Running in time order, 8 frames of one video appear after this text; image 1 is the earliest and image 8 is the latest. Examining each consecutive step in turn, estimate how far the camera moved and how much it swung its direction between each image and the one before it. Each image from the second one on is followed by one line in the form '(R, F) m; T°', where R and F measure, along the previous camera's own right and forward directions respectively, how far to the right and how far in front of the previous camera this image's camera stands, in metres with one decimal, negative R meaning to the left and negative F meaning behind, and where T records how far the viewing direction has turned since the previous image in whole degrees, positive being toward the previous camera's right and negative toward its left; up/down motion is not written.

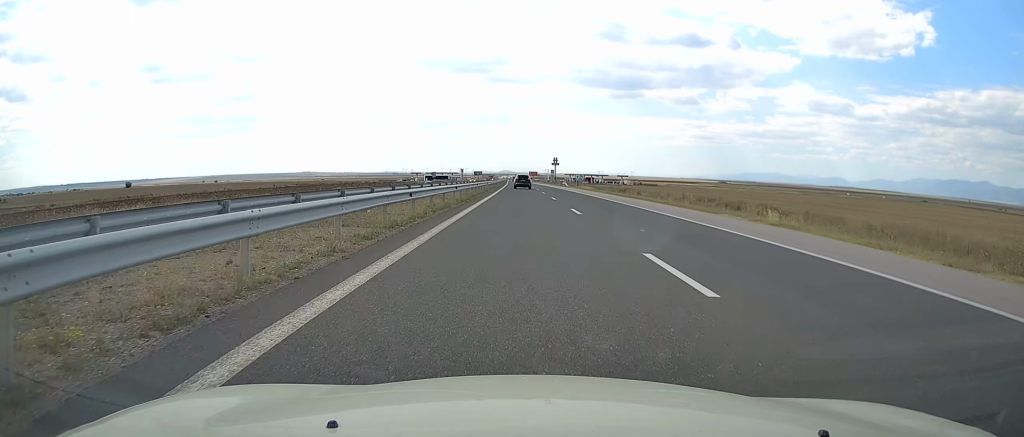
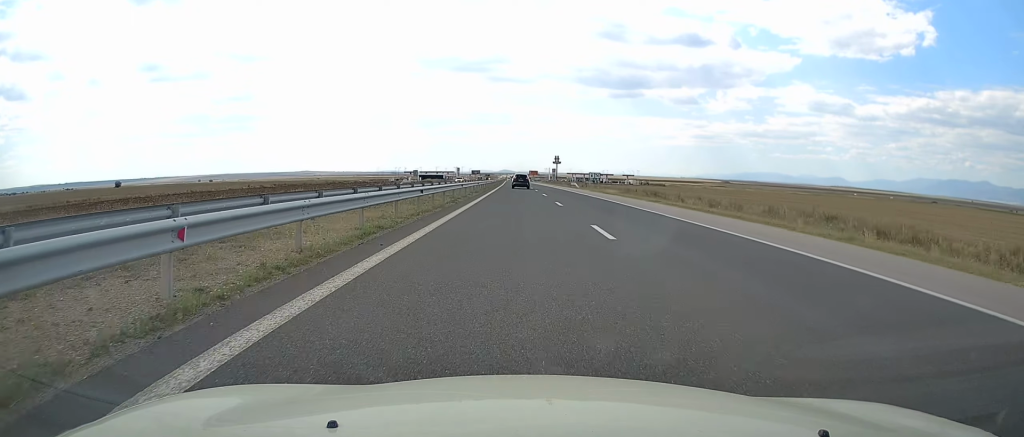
(0.0, +25.4) m; 0°
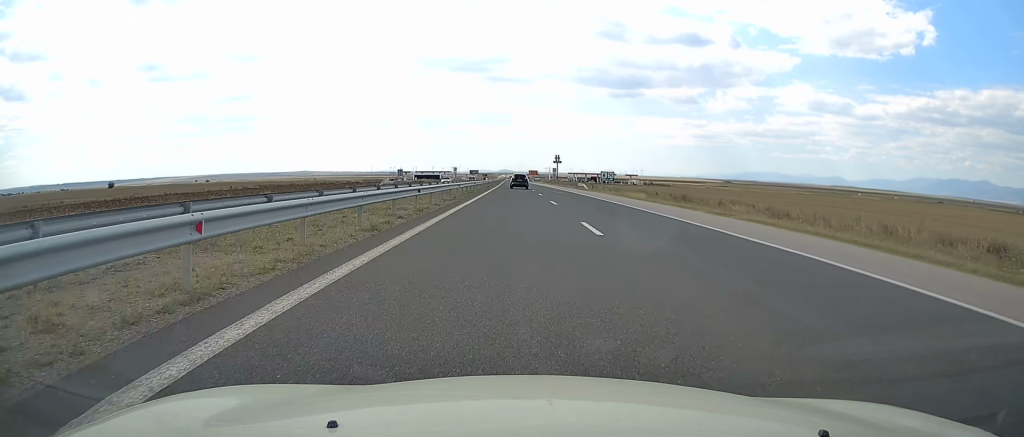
(0.0, +15.2) m; 0°
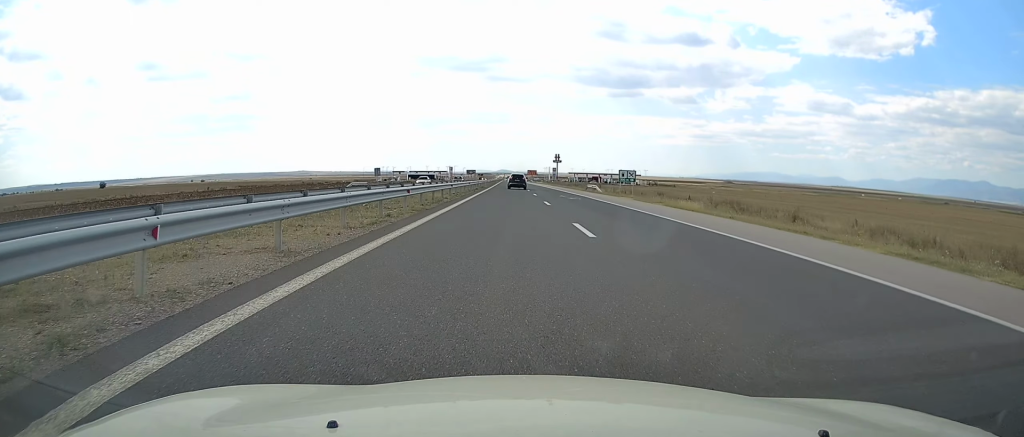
(0.0, +16.5) m; 0°
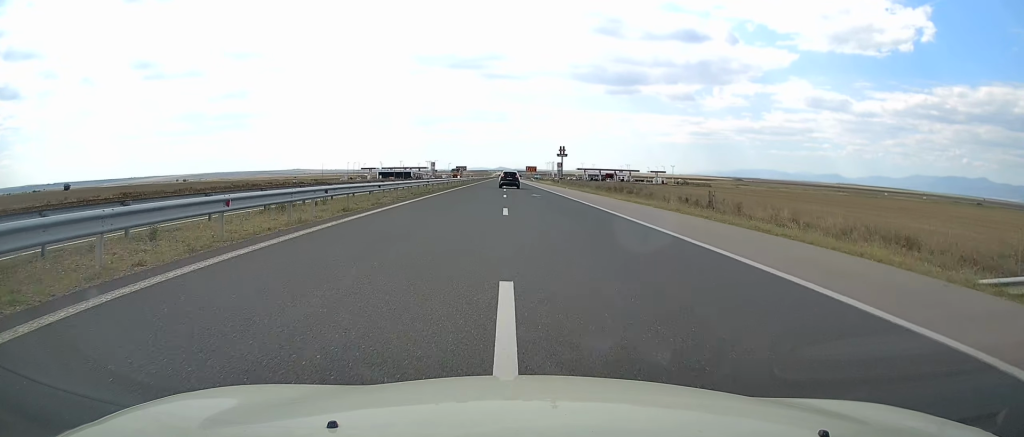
(-0.1, +74.6) m; 0°
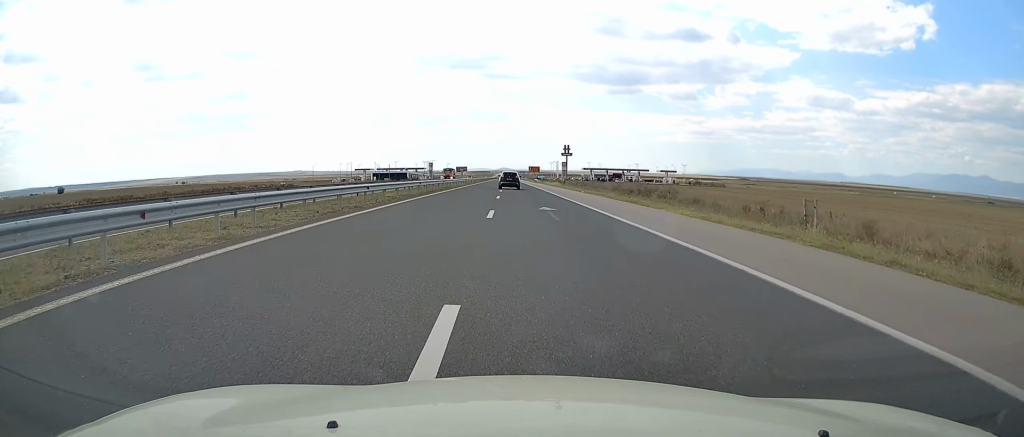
(0.0, +17.4) m; 0°
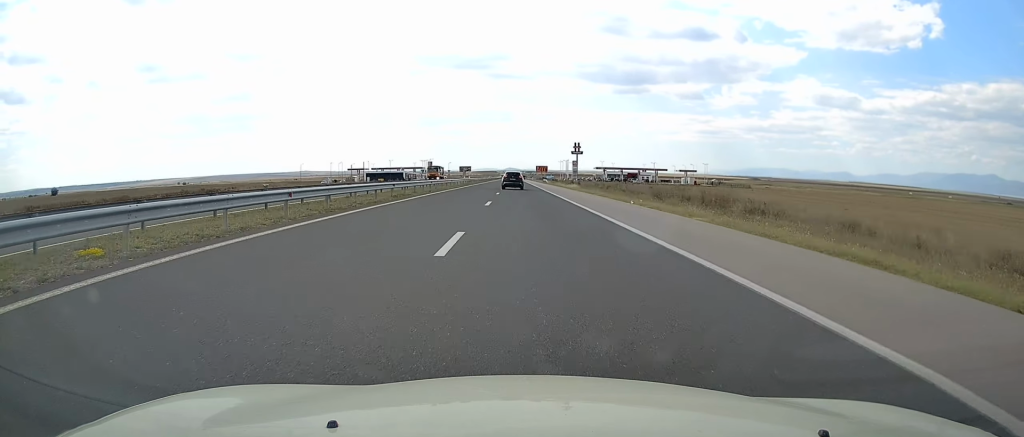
(0.0, +24.8) m; 0°
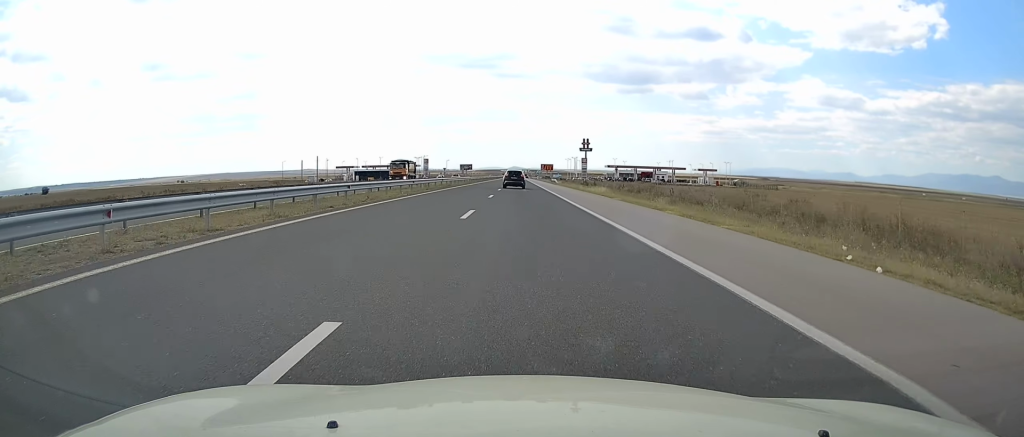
(-0.3, +24.4) m; 0°
